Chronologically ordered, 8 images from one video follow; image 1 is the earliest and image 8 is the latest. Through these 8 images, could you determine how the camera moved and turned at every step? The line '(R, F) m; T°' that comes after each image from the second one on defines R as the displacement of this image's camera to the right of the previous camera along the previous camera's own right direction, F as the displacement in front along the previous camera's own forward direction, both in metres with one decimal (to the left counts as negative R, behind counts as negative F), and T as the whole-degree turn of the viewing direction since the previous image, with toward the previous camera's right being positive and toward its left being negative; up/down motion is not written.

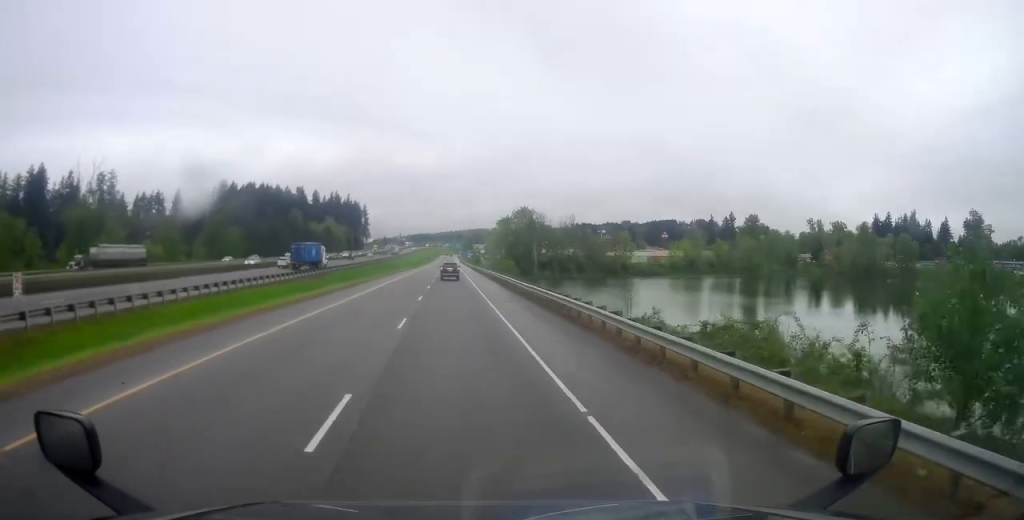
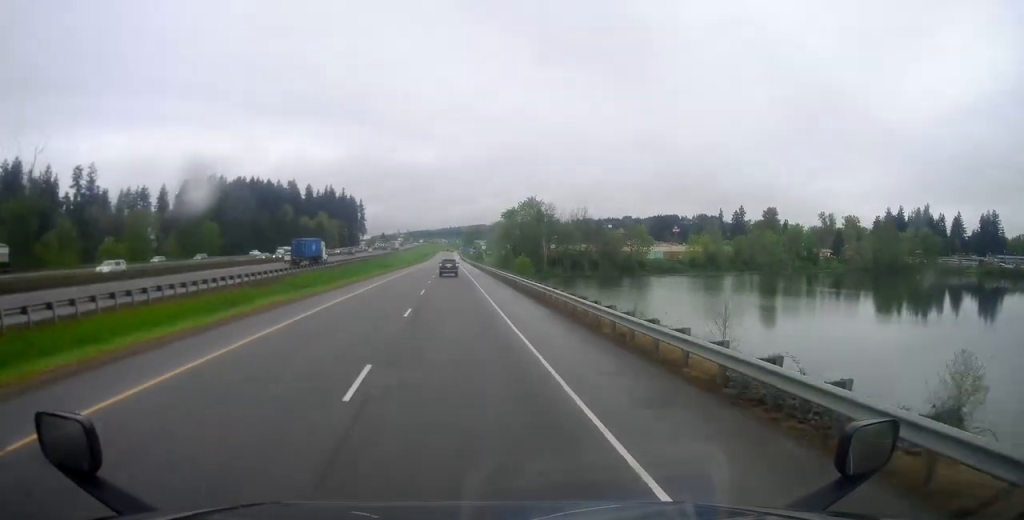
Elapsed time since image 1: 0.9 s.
(0.0, +21.9) m; -1°
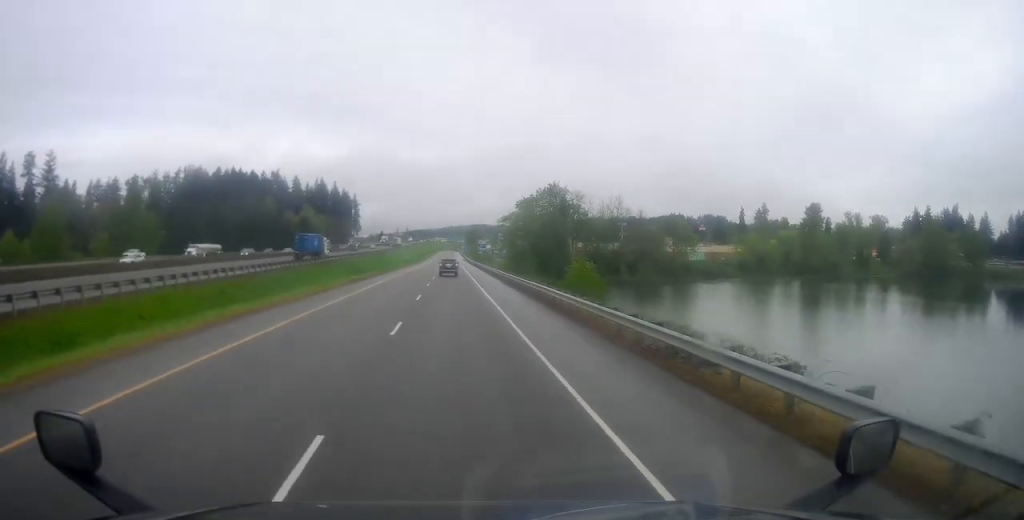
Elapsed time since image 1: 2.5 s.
(+0.4, +41.7) m; +1°
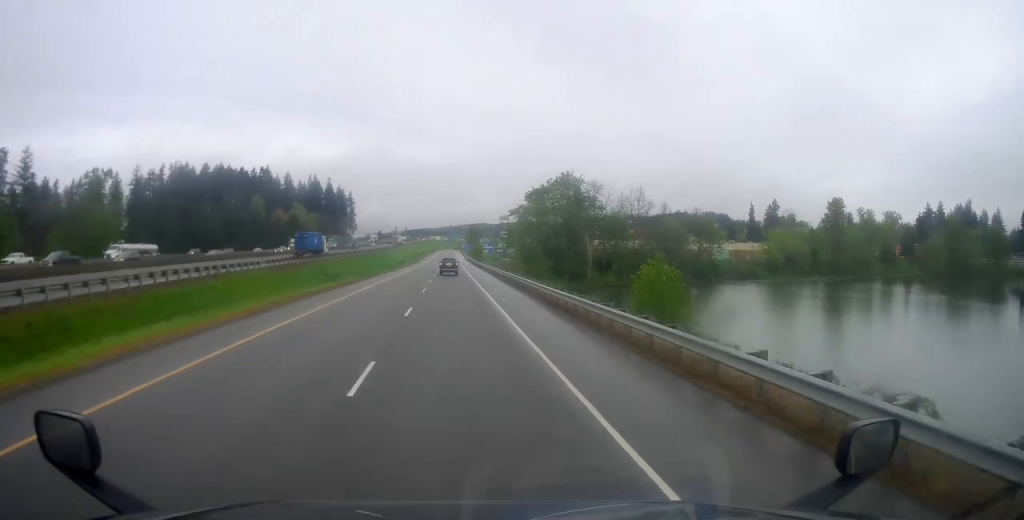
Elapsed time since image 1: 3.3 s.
(0.0, +19.7) m; -1°
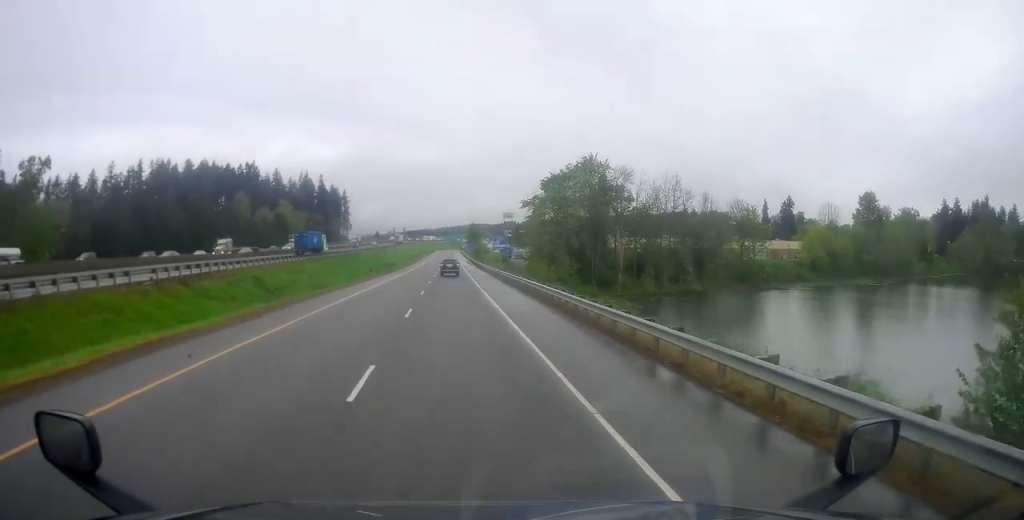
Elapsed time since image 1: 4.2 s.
(-0.3, +24.9) m; -2°
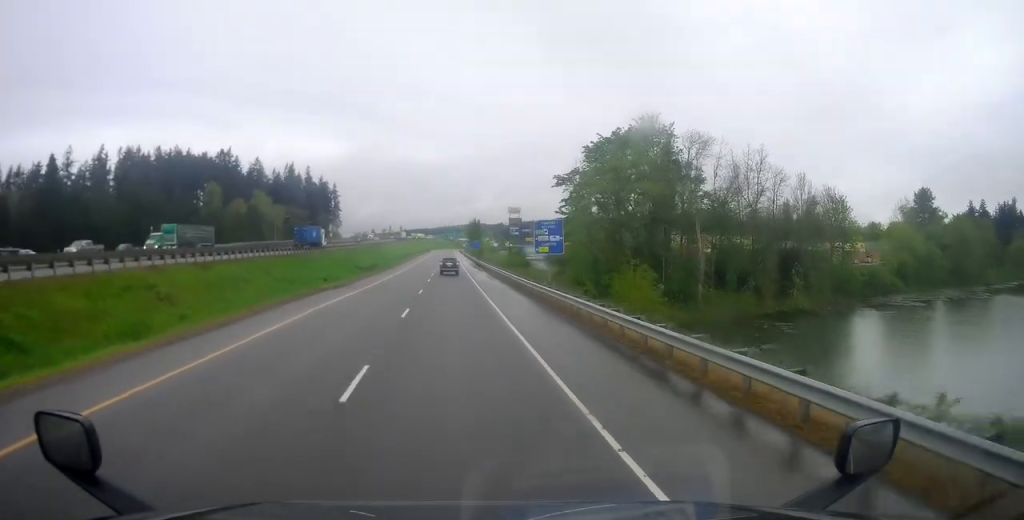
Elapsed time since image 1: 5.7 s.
(-0.7, +36.9) m; 0°
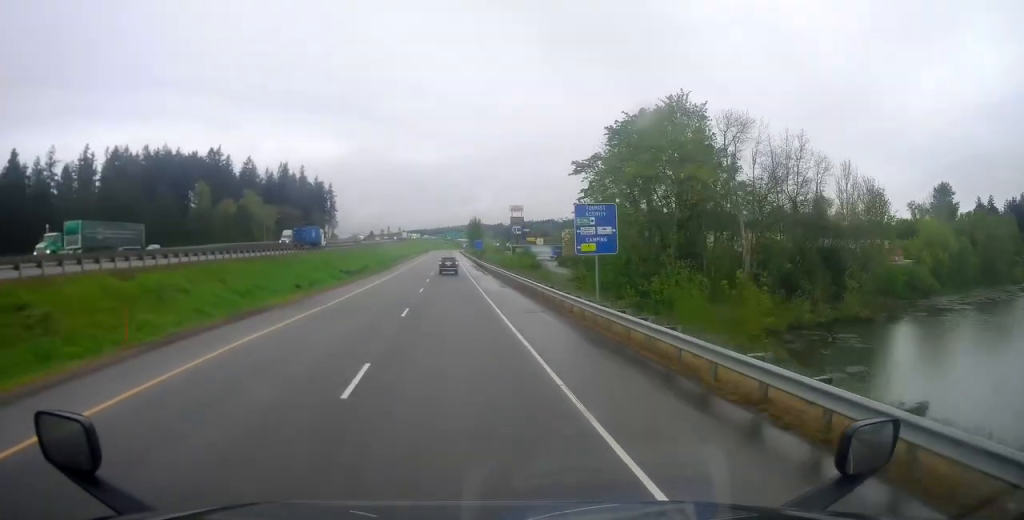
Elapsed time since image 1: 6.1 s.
(+0.3, +12.0) m; +1°
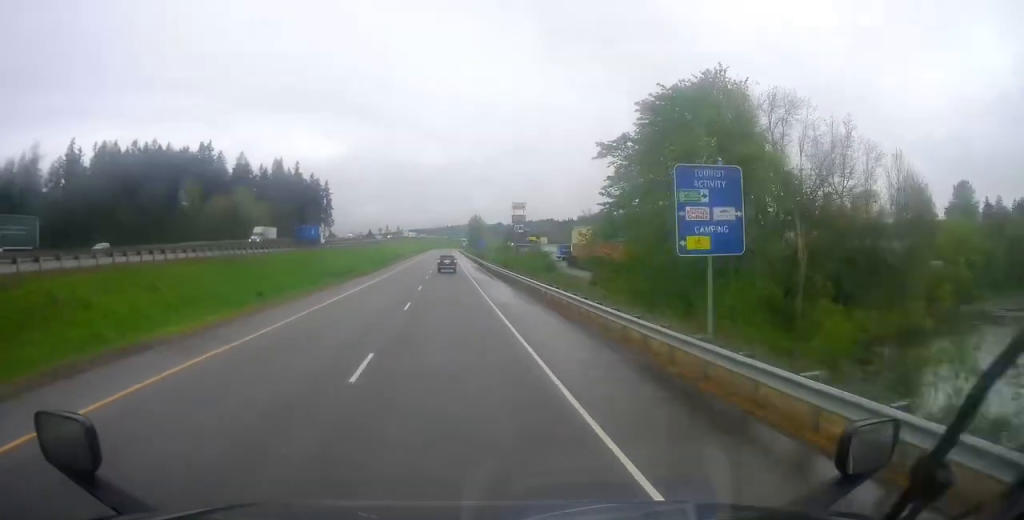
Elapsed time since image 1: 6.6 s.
(+0.4, +11.1) m; +1°
